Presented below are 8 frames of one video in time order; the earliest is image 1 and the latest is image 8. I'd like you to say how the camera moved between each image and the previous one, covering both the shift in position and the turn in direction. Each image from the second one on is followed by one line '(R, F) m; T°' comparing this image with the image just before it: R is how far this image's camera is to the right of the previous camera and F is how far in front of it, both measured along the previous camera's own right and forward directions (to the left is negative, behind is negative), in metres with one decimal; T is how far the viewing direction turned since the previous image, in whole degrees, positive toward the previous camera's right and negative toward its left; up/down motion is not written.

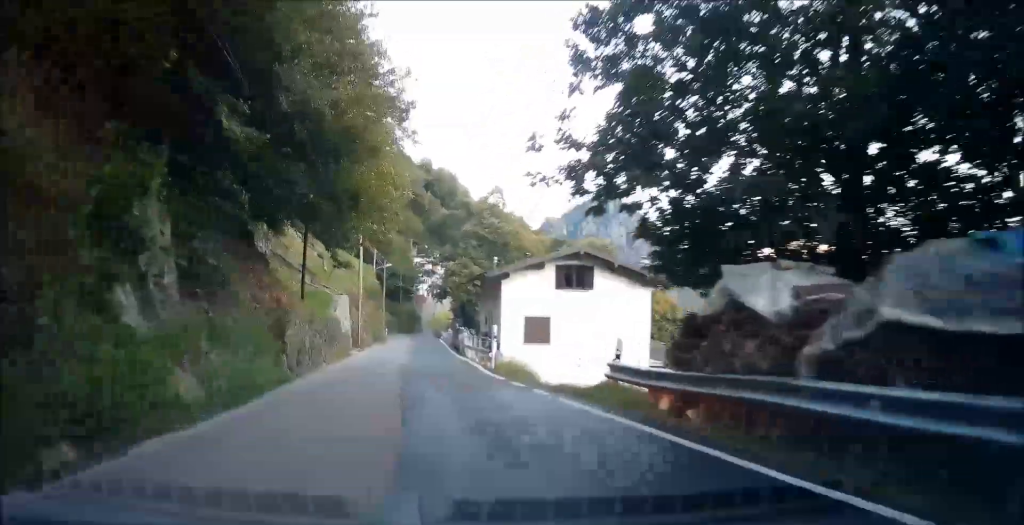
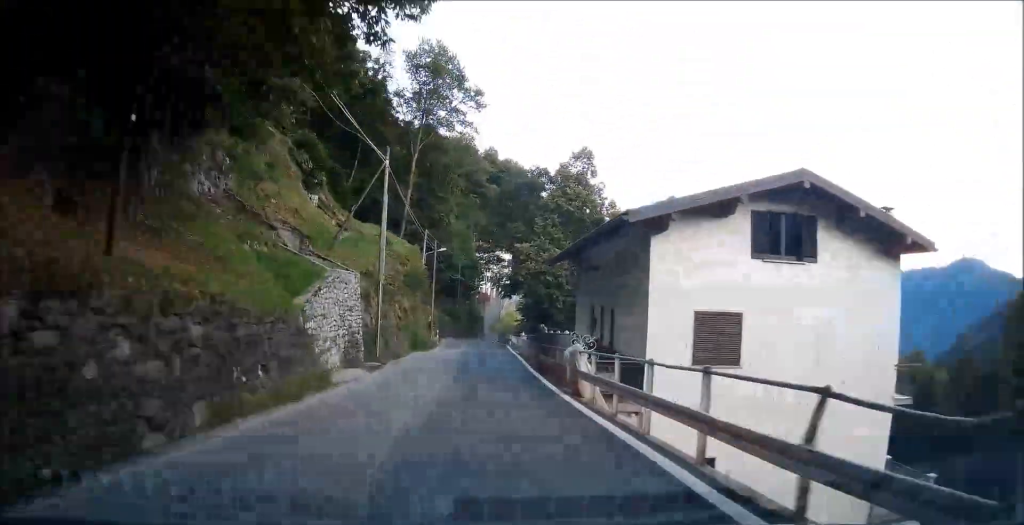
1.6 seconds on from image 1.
(-1.5, +16.4) m; -7°
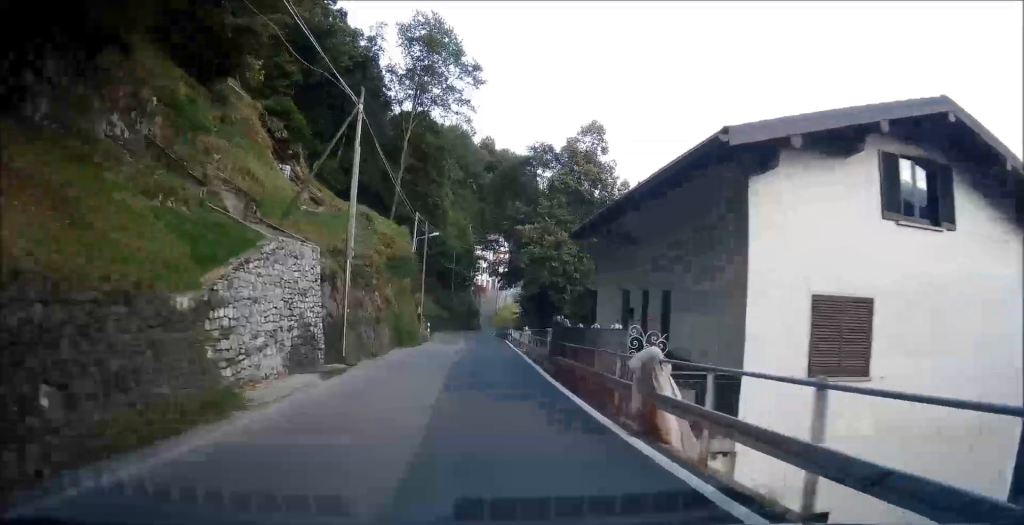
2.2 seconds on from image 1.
(-0.1, +5.9) m; 0°
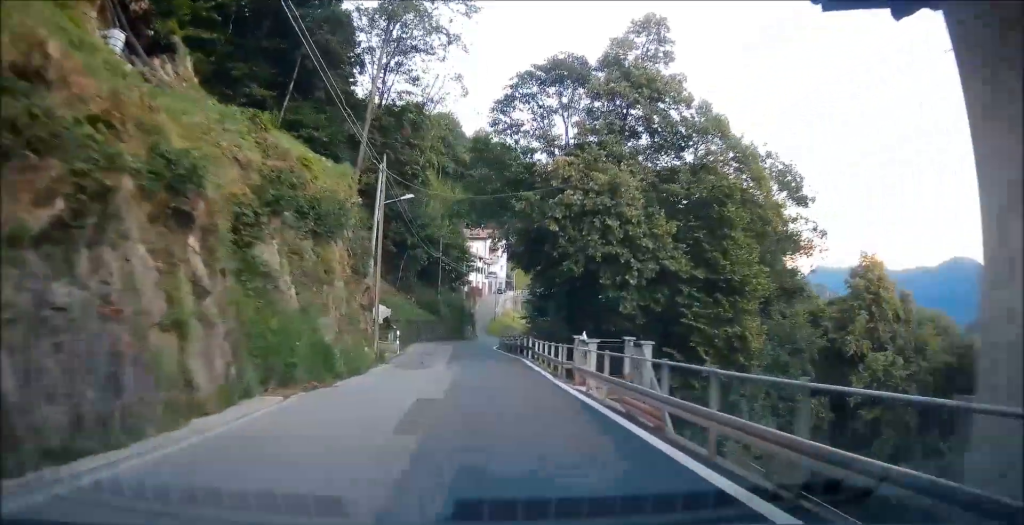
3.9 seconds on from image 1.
(+1.4, +18.9) m; +6°
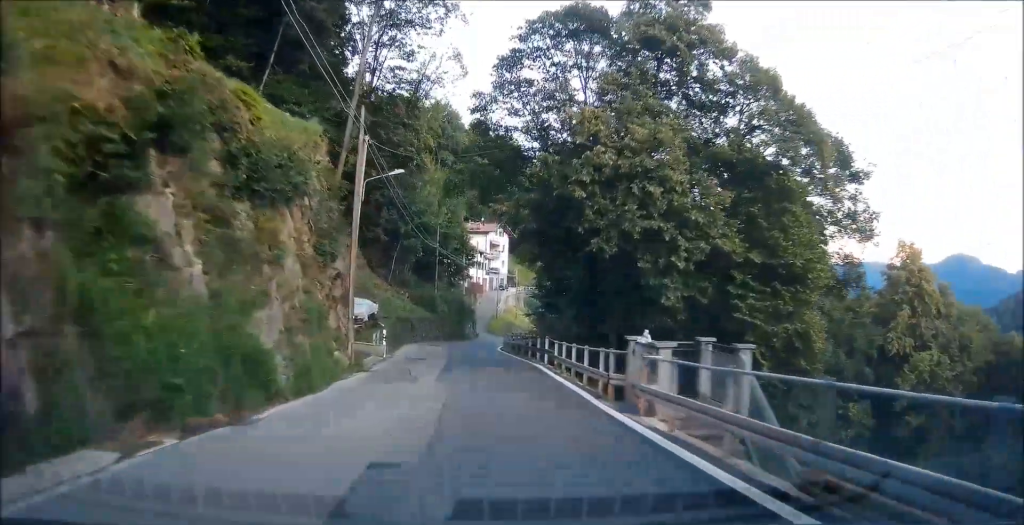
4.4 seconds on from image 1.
(0.0, +5.6) m; -1°
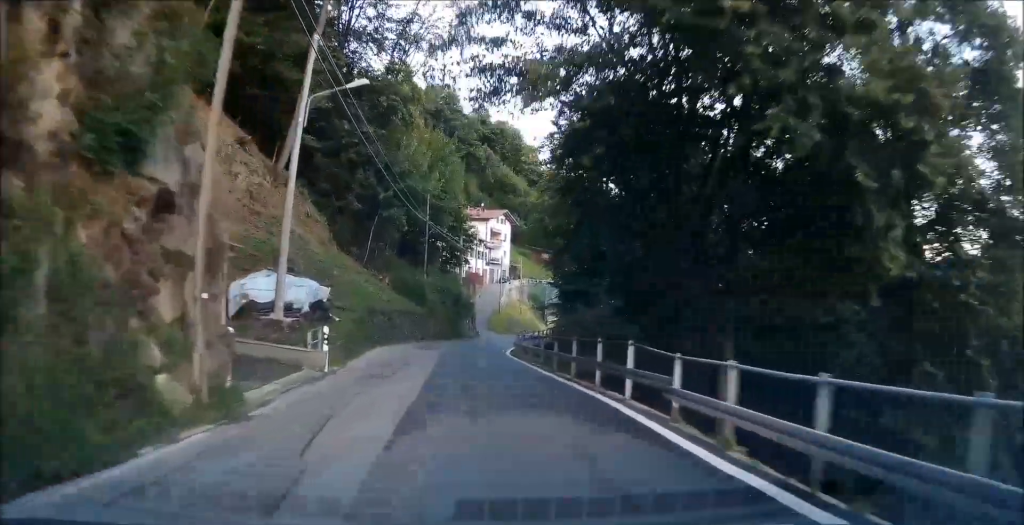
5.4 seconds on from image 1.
(-0.3, +11.3) m; -3°
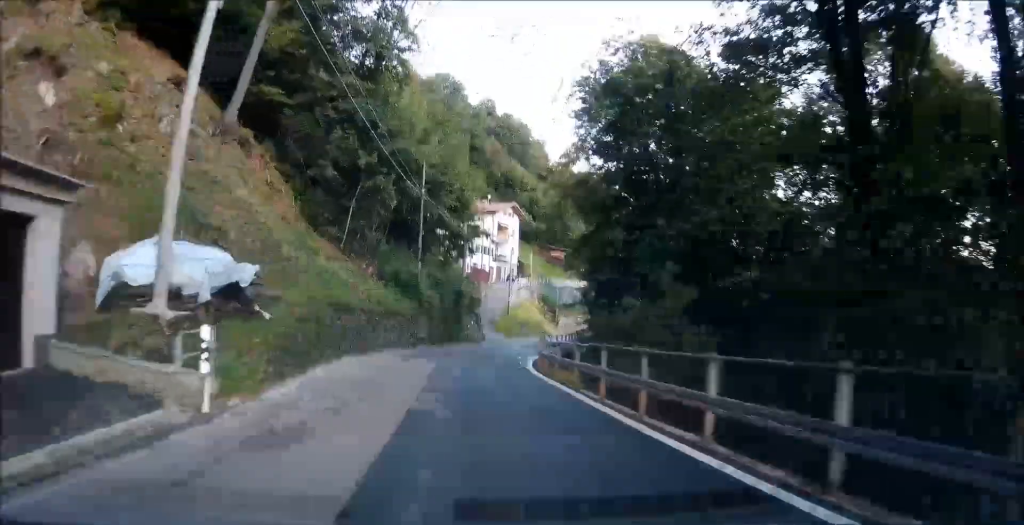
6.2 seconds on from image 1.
(-0.3, +8.6) m; -1°
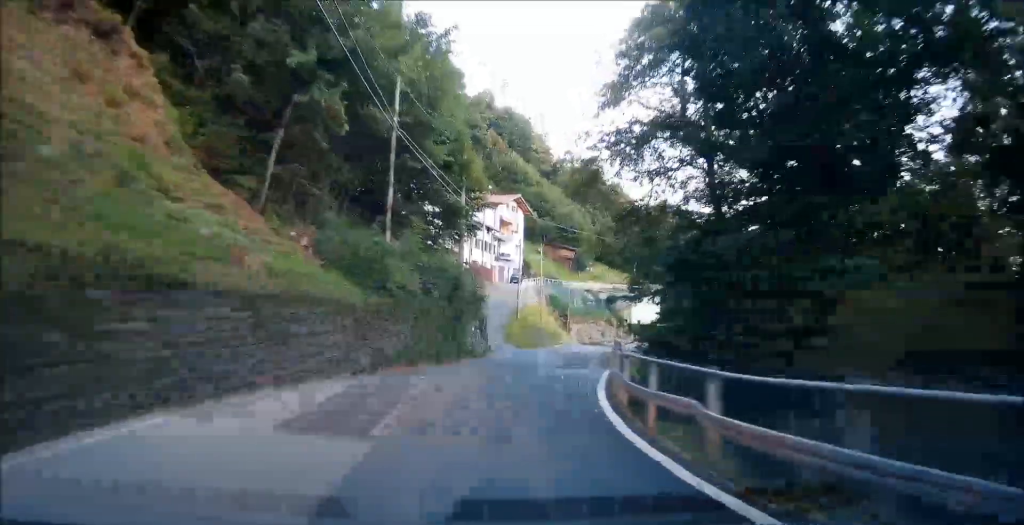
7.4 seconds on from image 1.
(+0.5, +12.8) m; +5°
